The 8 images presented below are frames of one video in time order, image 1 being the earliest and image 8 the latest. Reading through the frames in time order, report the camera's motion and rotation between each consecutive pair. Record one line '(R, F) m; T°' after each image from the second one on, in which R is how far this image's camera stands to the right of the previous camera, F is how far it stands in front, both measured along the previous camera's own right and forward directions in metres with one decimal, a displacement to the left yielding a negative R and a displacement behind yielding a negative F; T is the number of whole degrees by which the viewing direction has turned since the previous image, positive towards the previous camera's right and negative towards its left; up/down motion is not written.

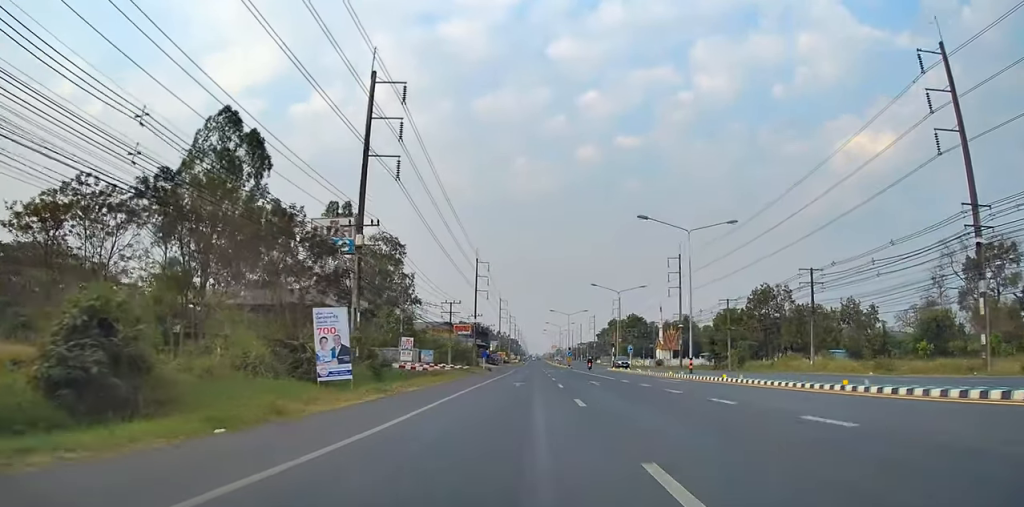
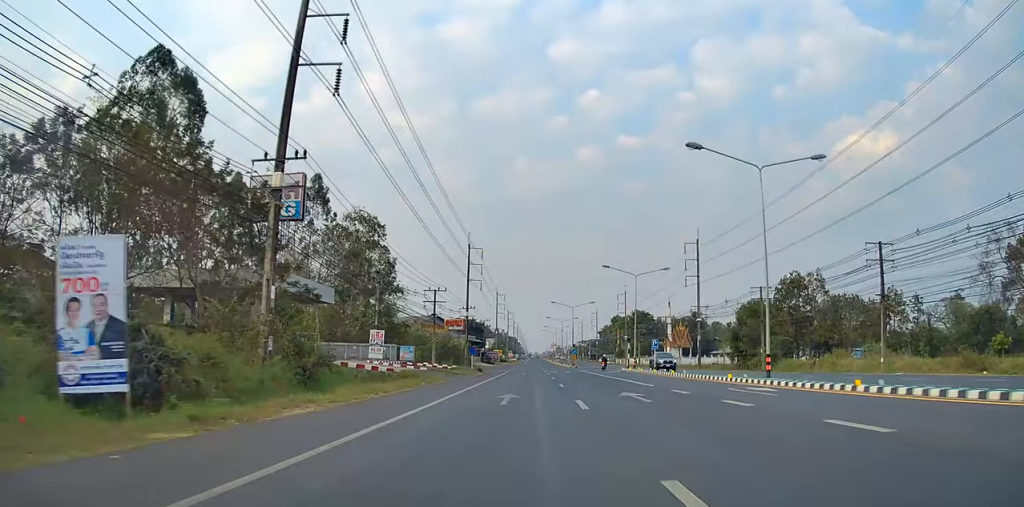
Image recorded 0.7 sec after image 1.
(0.0, +13.4) m; 0°
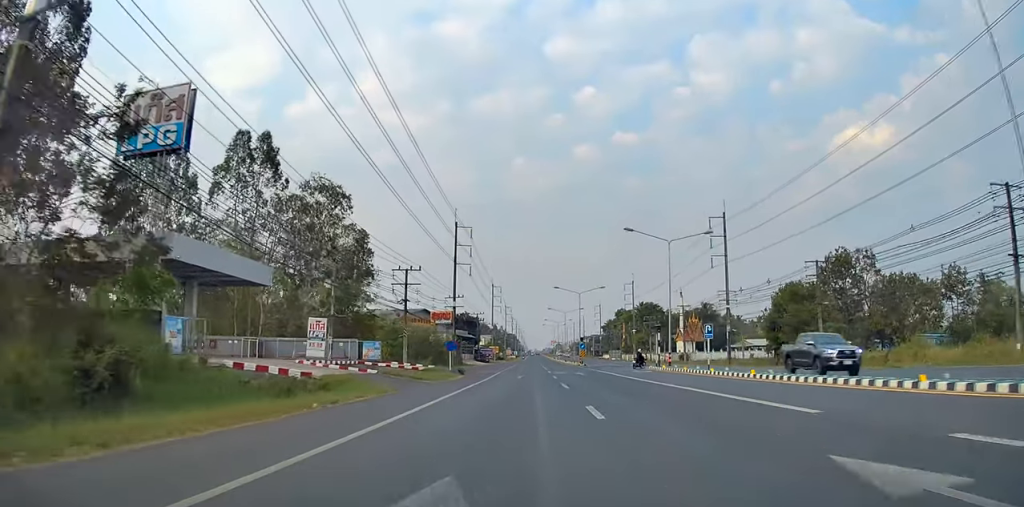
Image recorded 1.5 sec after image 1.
(0.0, +15.9) m; 0°
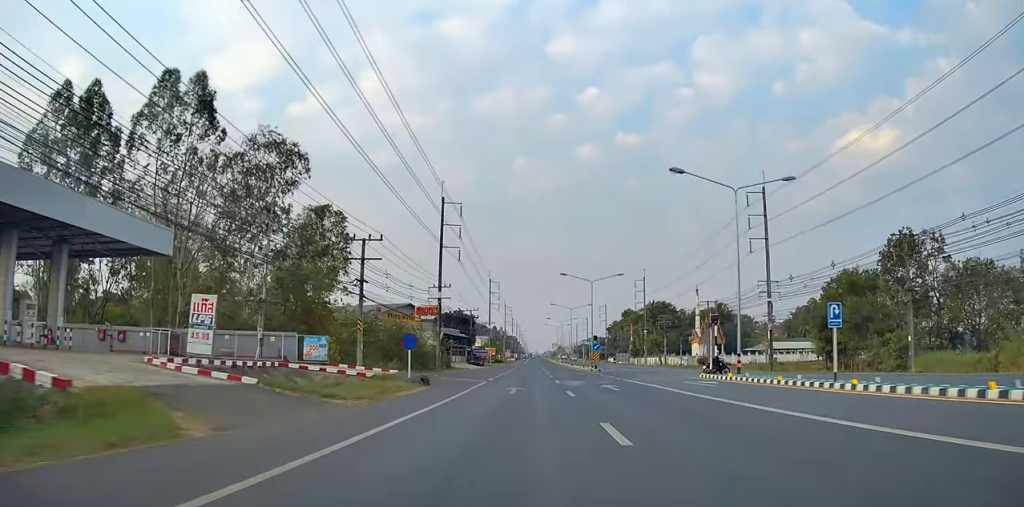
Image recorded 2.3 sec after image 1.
(0.0, +15.4) m; -1°
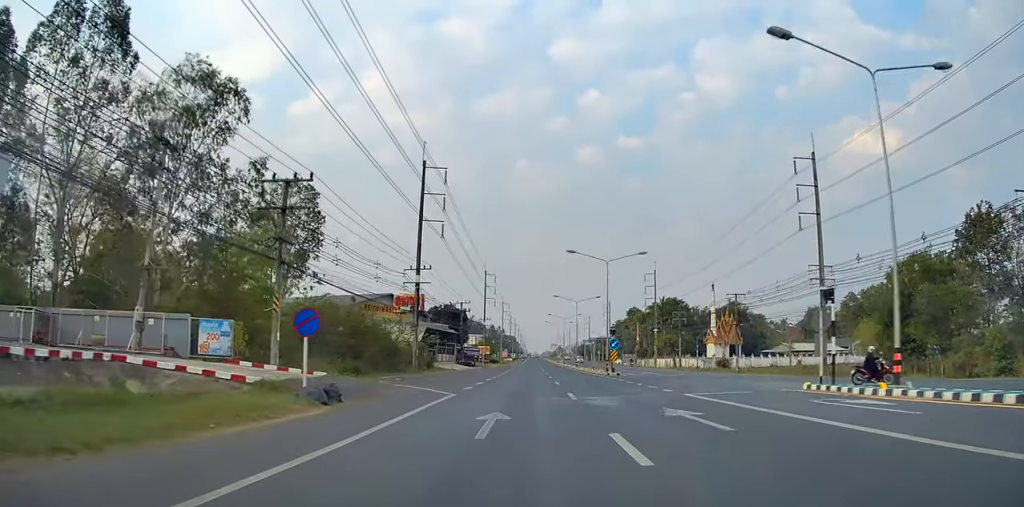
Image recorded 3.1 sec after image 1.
(-0.2, +13.5) m; -1°
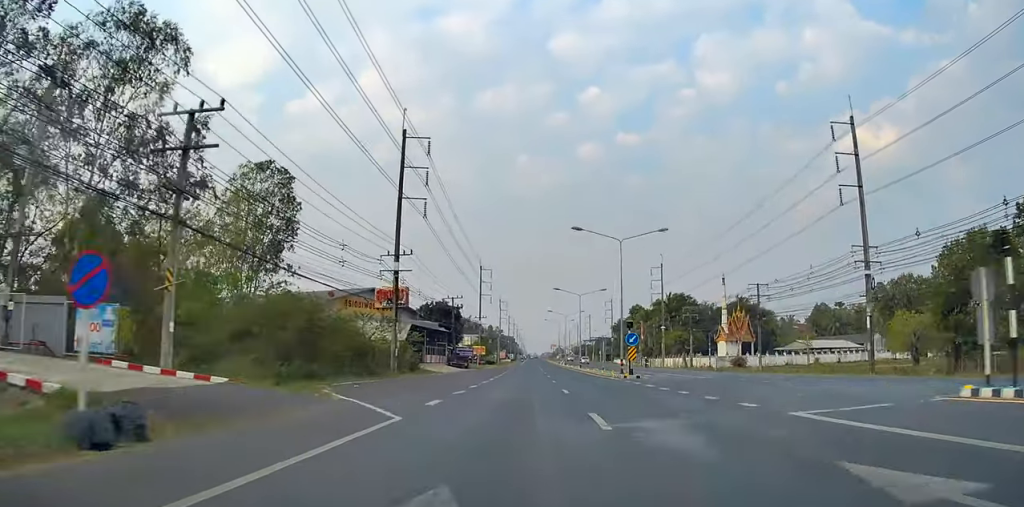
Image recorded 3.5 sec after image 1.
(-0.3, +8.7) m; 0°
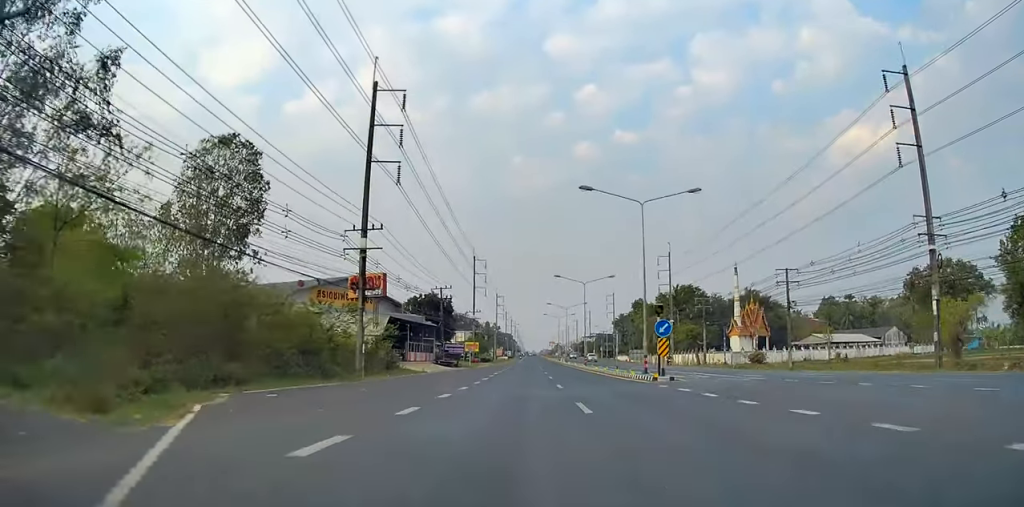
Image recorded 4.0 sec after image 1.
(+0.1, +9.6) m; 0°
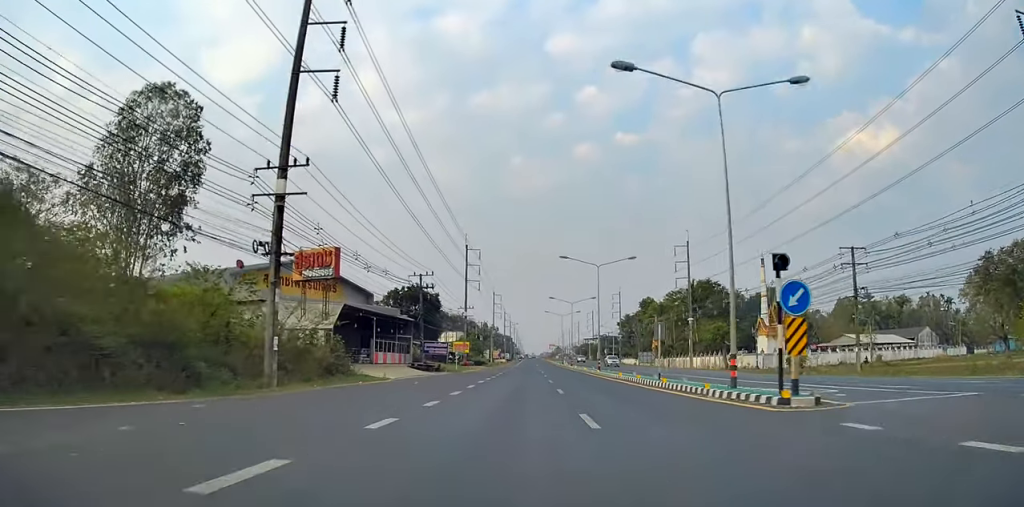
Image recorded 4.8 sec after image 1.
(+0.3, +13.9) m; 0°
